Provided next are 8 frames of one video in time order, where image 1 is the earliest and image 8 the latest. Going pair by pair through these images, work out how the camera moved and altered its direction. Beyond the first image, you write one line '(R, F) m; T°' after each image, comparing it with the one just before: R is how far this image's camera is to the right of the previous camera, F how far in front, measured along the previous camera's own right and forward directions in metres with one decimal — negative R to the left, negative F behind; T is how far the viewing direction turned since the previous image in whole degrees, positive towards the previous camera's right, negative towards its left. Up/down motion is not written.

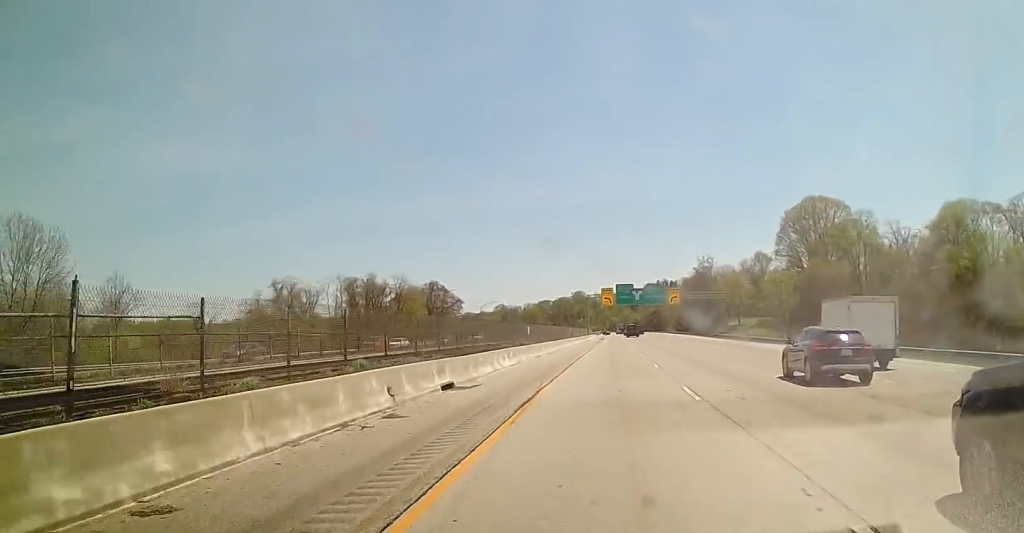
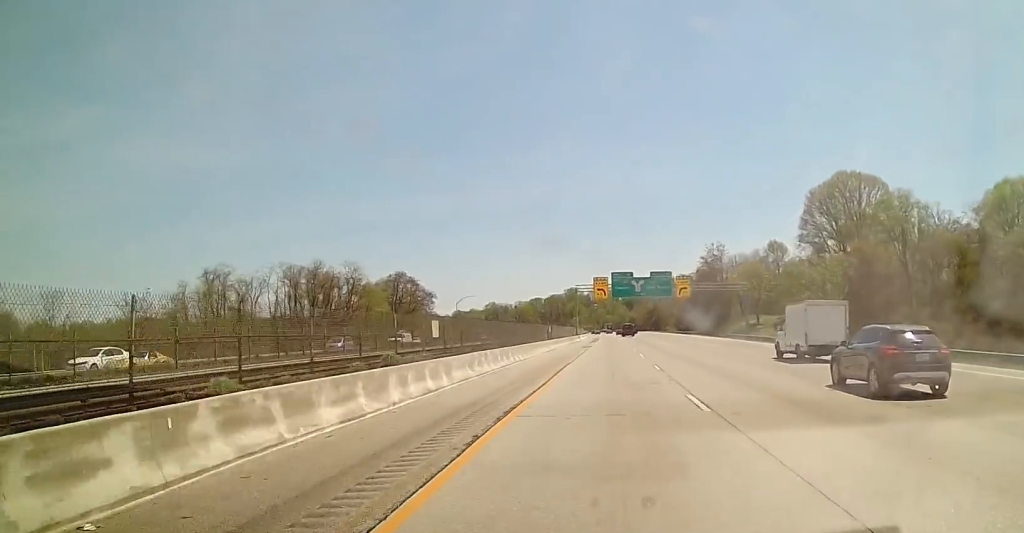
(+0.1, +26.3) m; +1°
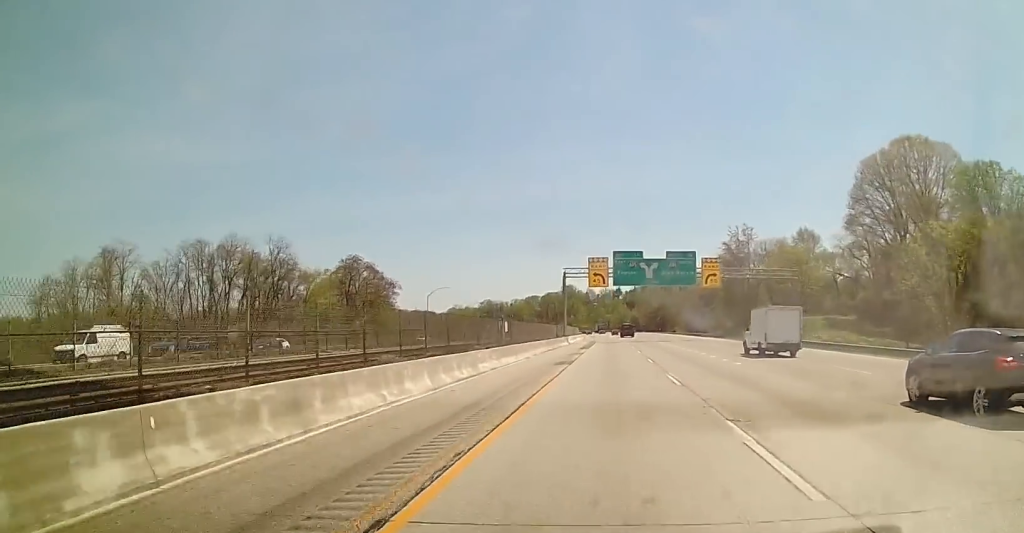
(+0.3, +29.6) m; +1°
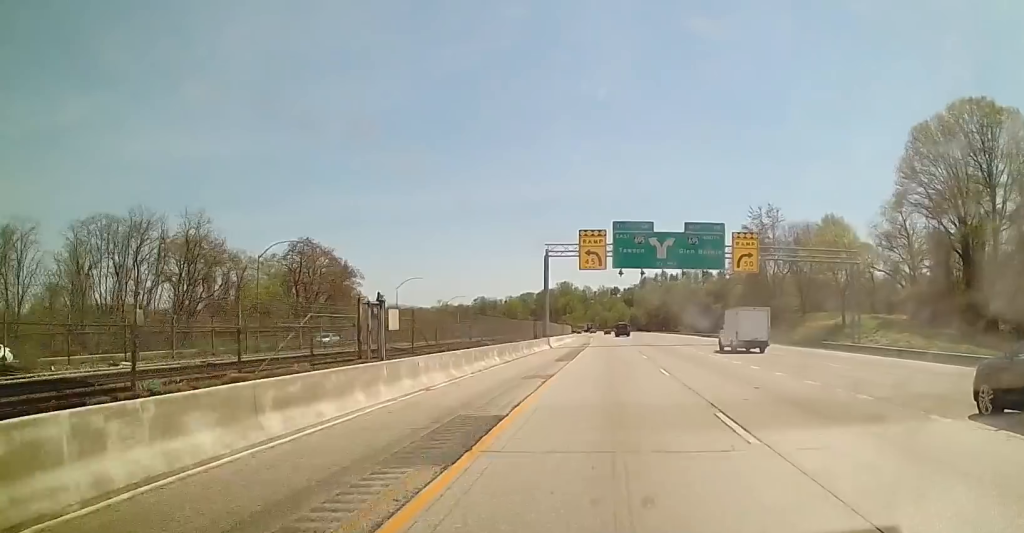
(0.0, +23.1) m; -1°
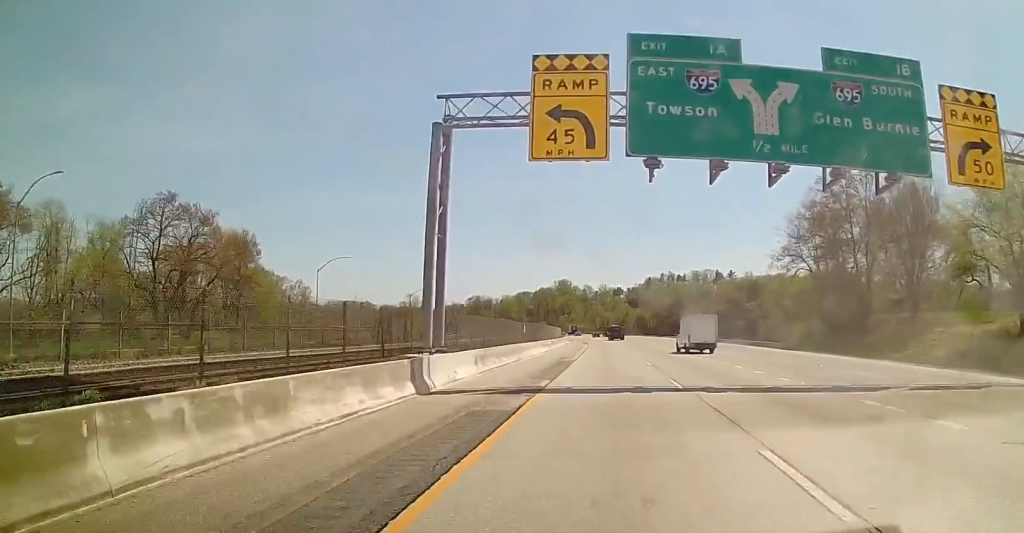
(-0.6, +40.5) m; 0°
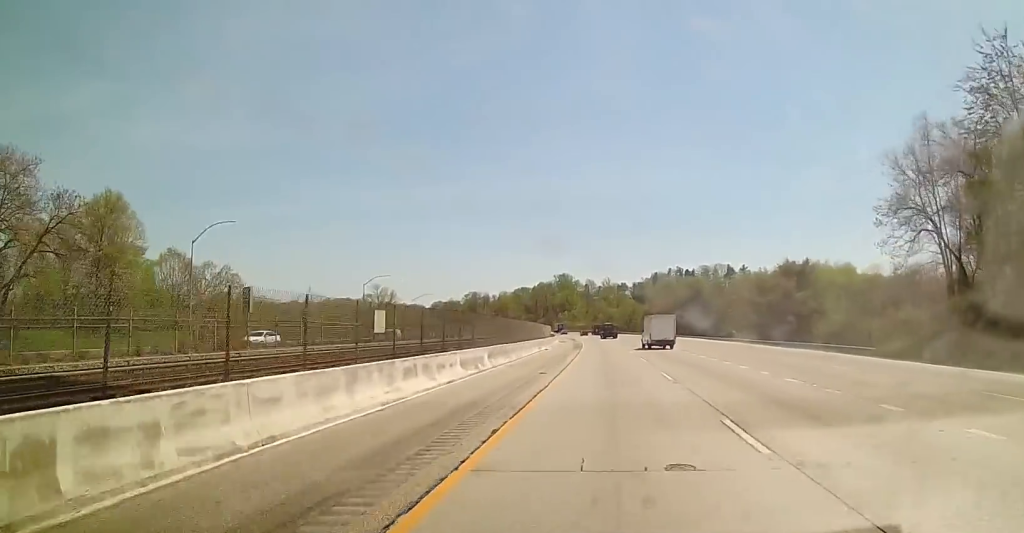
(+0.9, +34.0) m; 0°
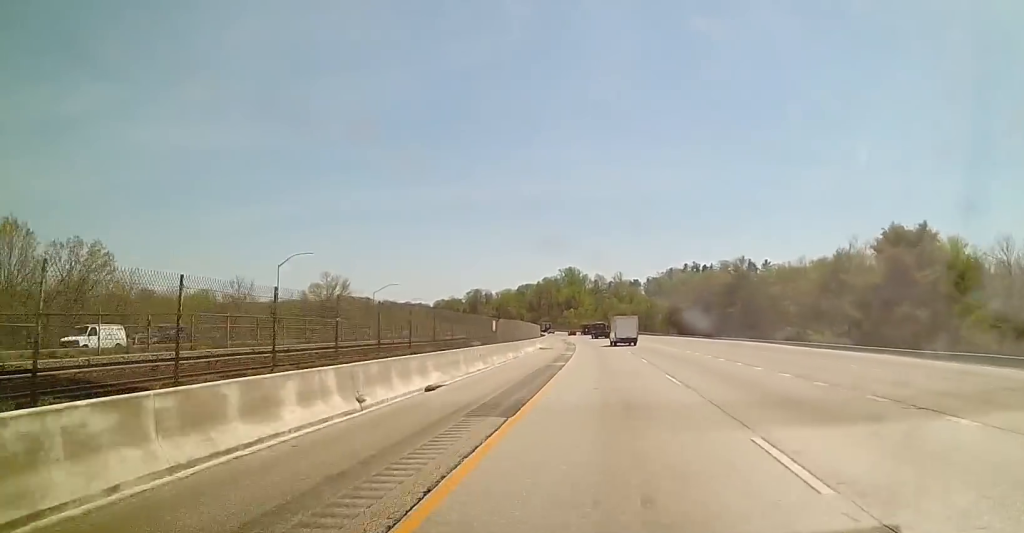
(-1.0, +39.5) m; -2°
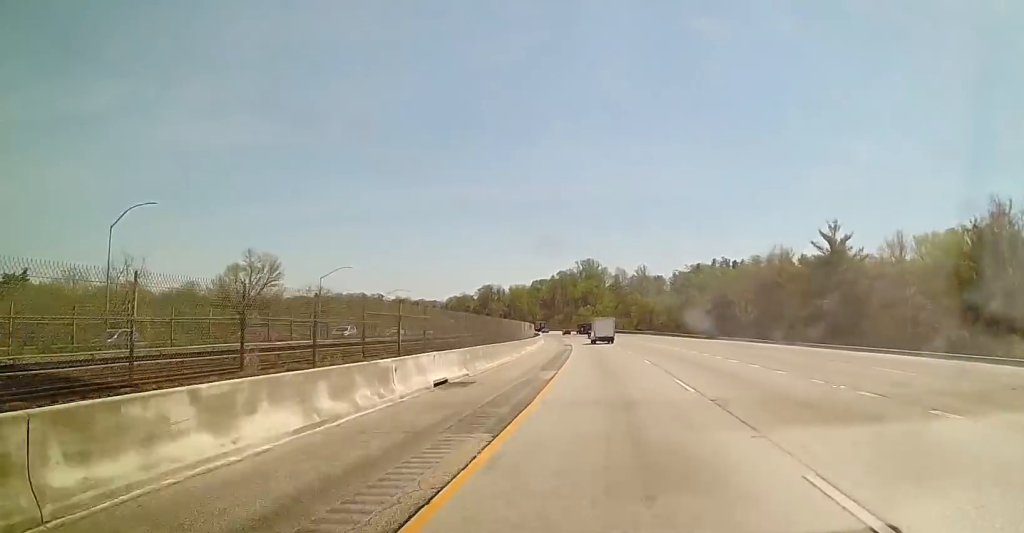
(-0.3, +39.2) m; -2°
